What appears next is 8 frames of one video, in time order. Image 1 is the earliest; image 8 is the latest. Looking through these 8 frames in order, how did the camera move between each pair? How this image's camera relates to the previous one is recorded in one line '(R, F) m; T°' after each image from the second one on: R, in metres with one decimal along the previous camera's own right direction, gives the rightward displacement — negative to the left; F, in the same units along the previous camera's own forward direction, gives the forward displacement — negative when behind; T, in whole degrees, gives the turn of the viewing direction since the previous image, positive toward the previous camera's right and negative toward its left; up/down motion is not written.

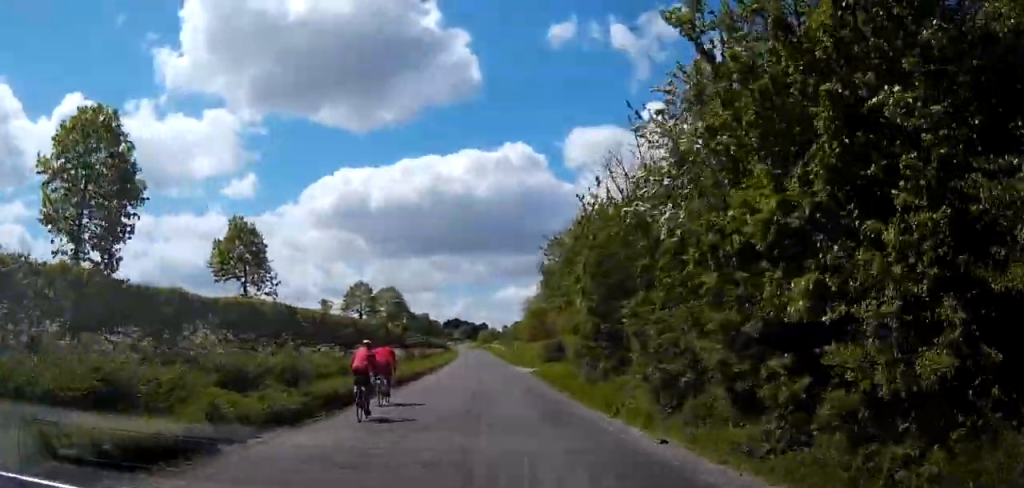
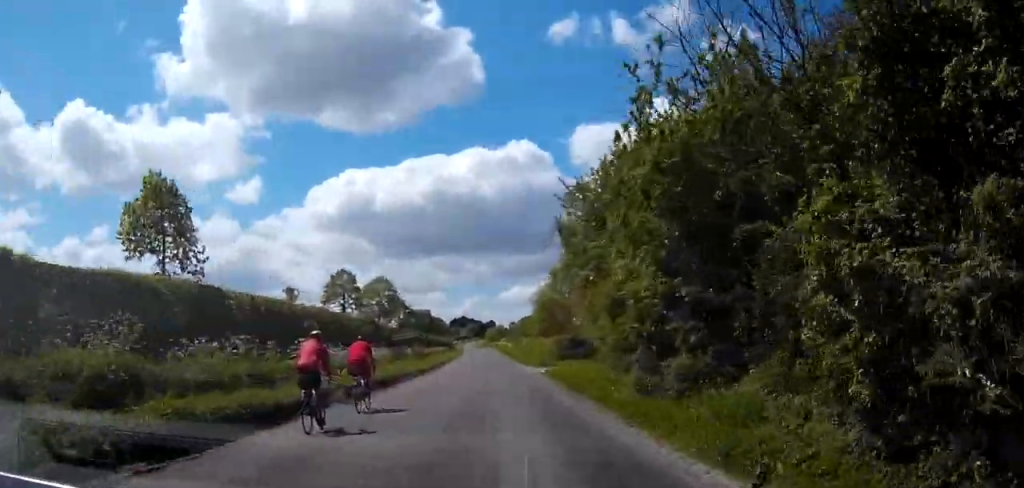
(0.0, +8.1) m; 0°
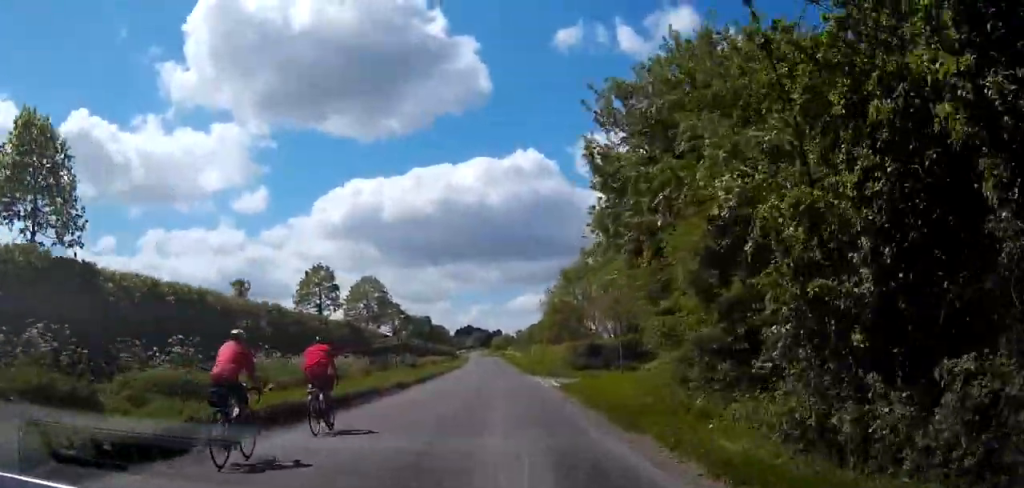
(0.0, +7.4) m; 0°
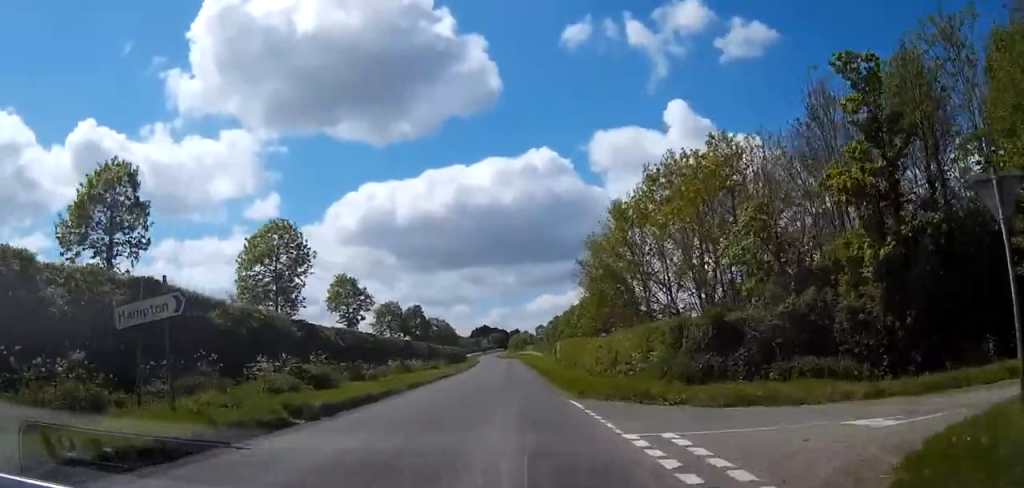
(0.0, +24.7) m; -1°
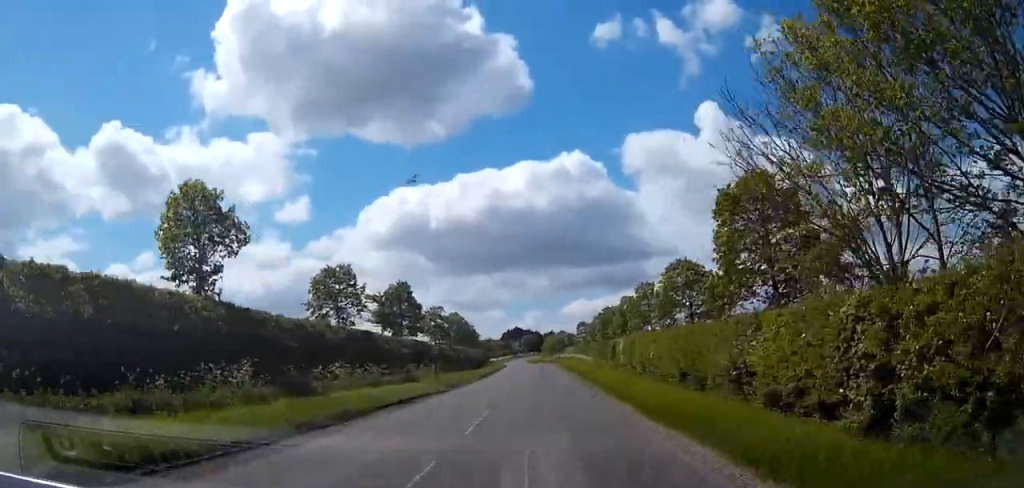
(-0.6, +26.2) m; -3°
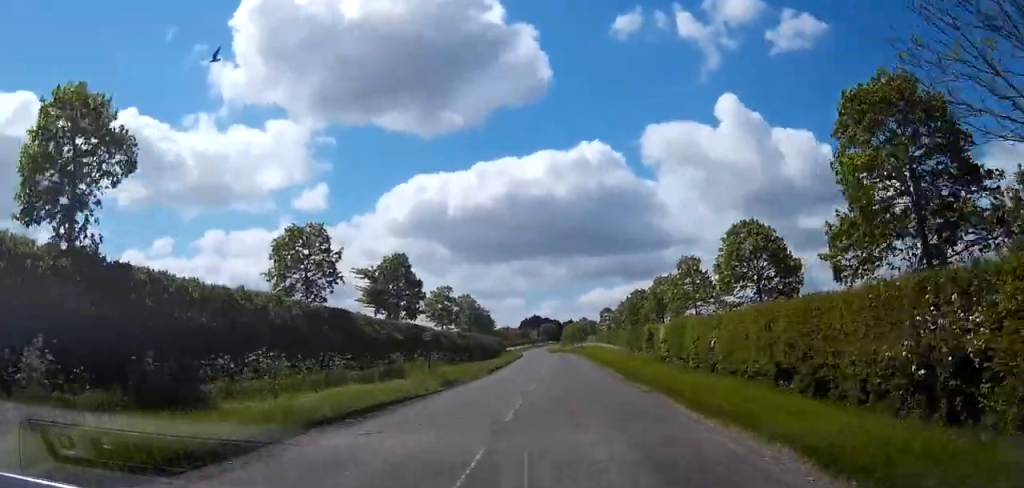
(-0.1, +8.3) m; -1°
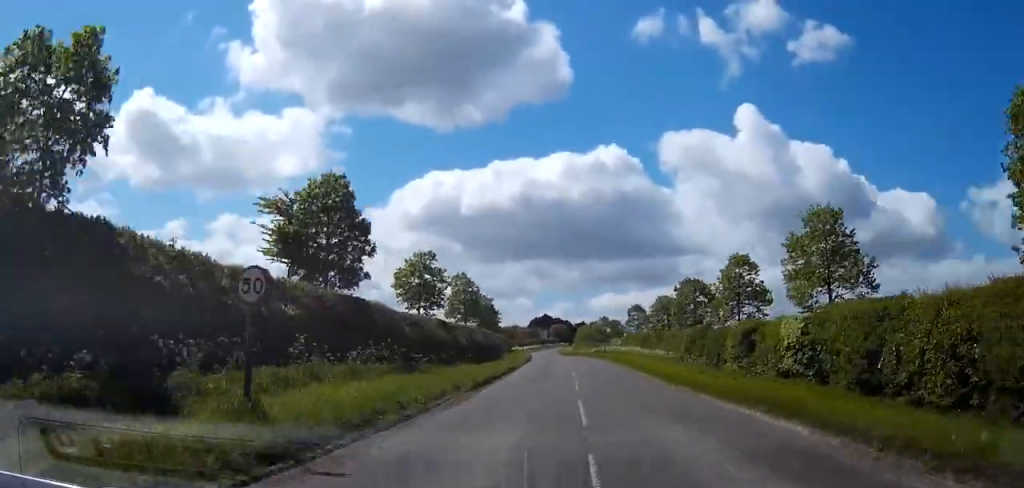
(-0.3, +18.4) m; -1°
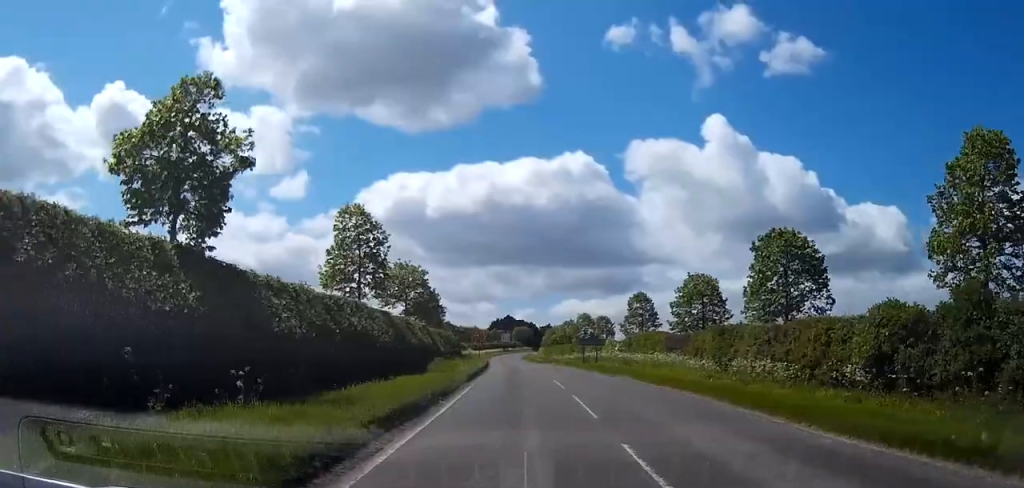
(-0.2, +26.6) m; +1°
